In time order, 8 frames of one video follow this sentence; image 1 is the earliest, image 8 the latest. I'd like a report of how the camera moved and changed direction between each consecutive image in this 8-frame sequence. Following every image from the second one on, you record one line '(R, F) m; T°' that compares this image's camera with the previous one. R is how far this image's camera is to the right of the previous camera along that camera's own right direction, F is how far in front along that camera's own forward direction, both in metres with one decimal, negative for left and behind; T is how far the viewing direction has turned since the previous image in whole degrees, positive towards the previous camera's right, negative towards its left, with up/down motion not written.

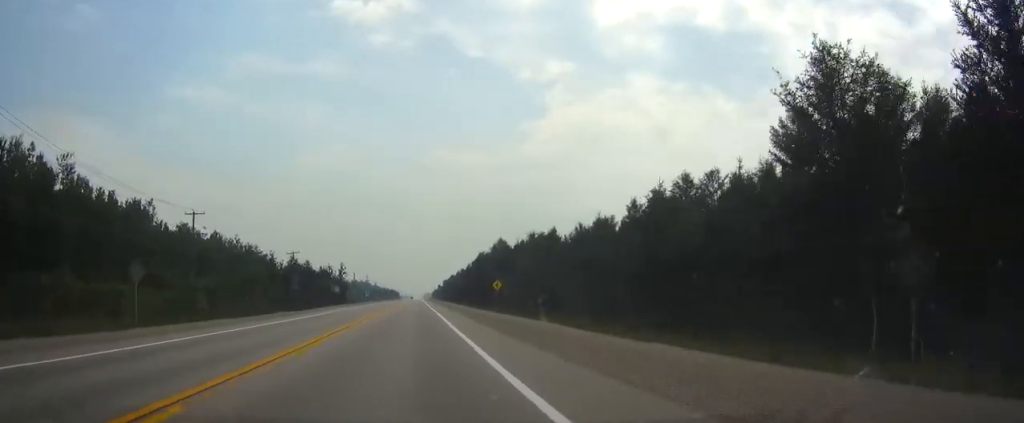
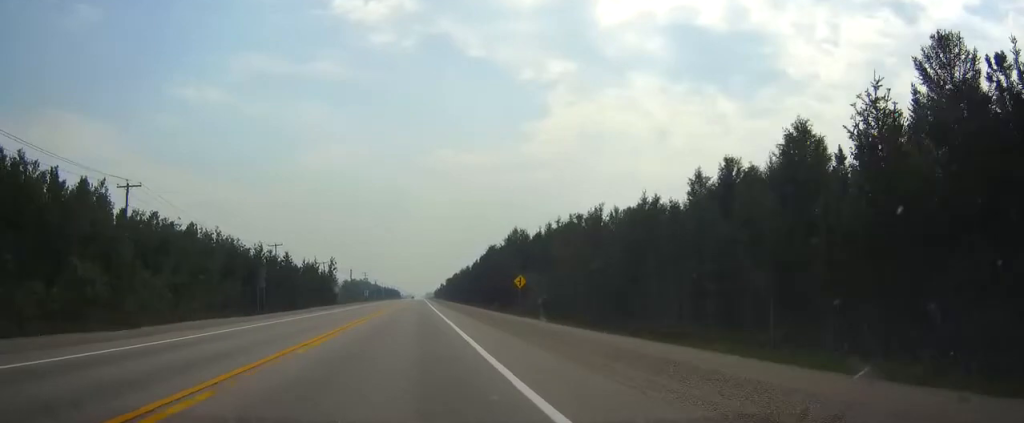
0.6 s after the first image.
(0.0, +16.8) m; 0°
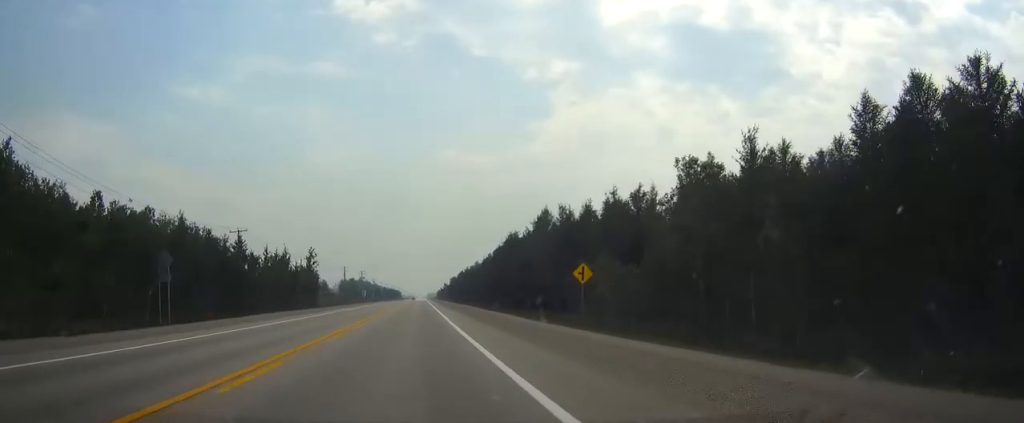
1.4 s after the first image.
(+0.1, +23.2) m; 0°
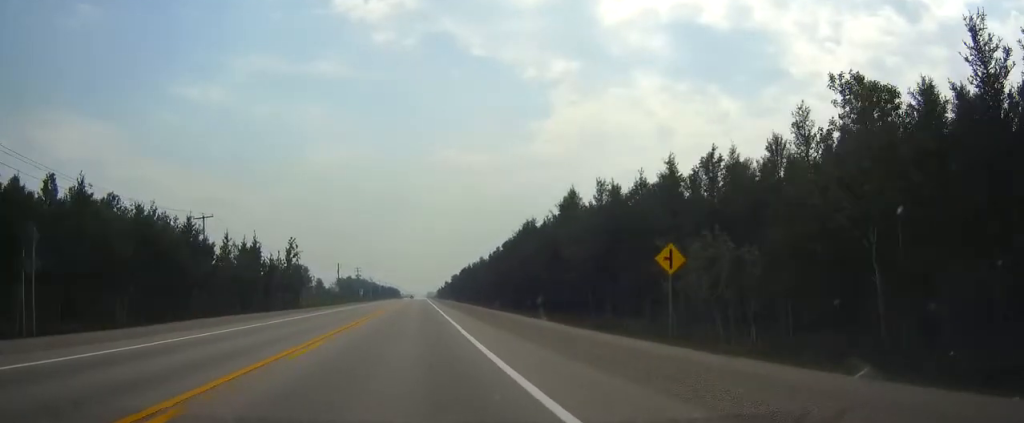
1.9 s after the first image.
(0.0, +13.9) m; 0°
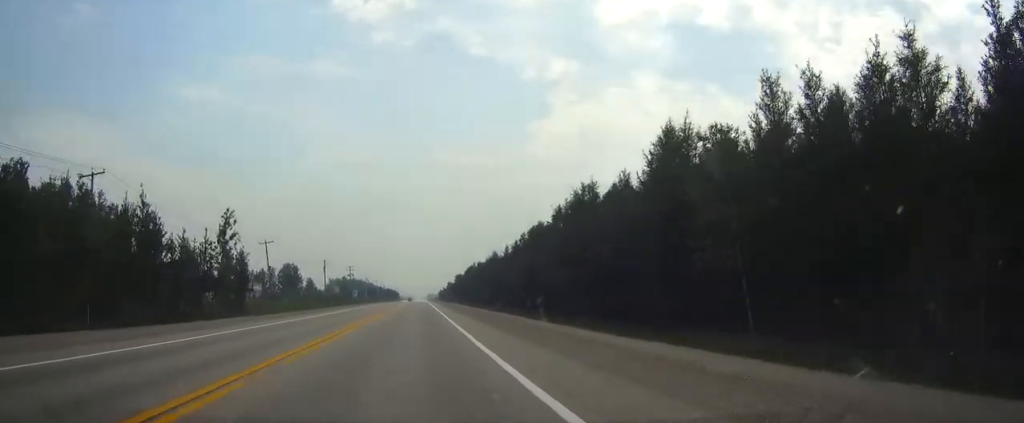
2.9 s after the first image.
(0.0, +26.0) m; 0°
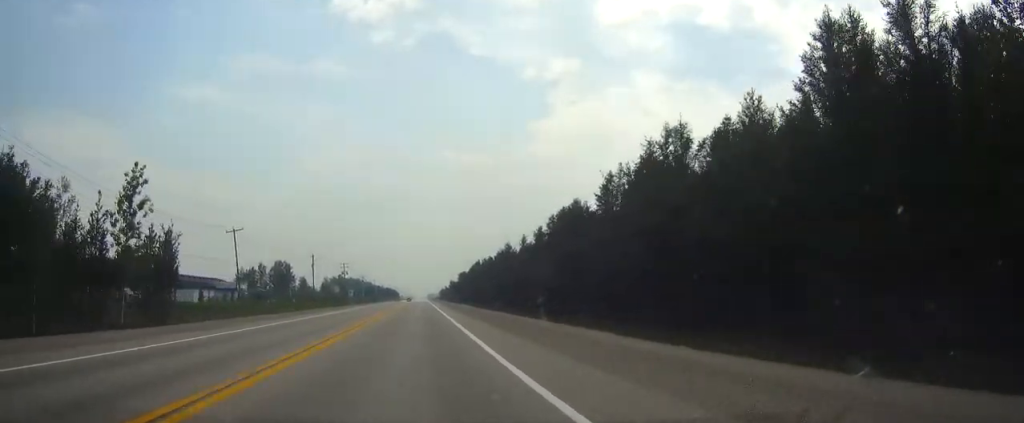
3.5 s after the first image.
(0.0, +17.7) m; 0°
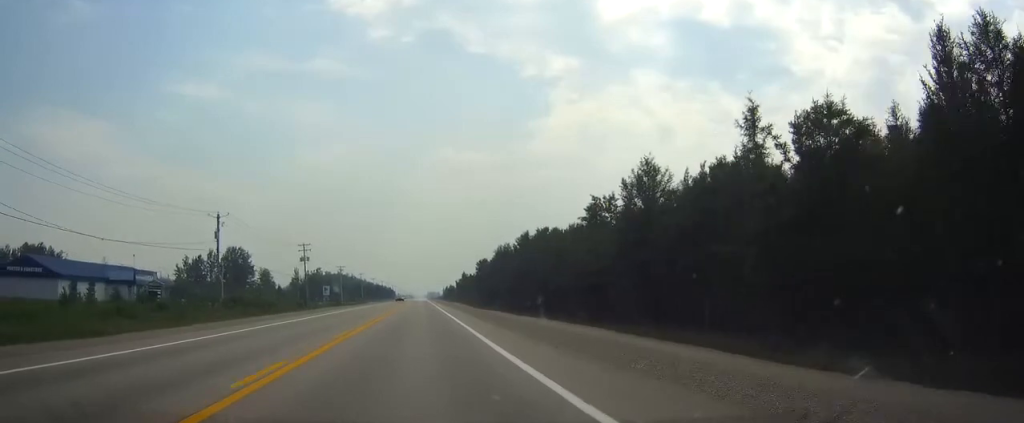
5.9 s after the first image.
(-0.1, +66.7) m; 0°
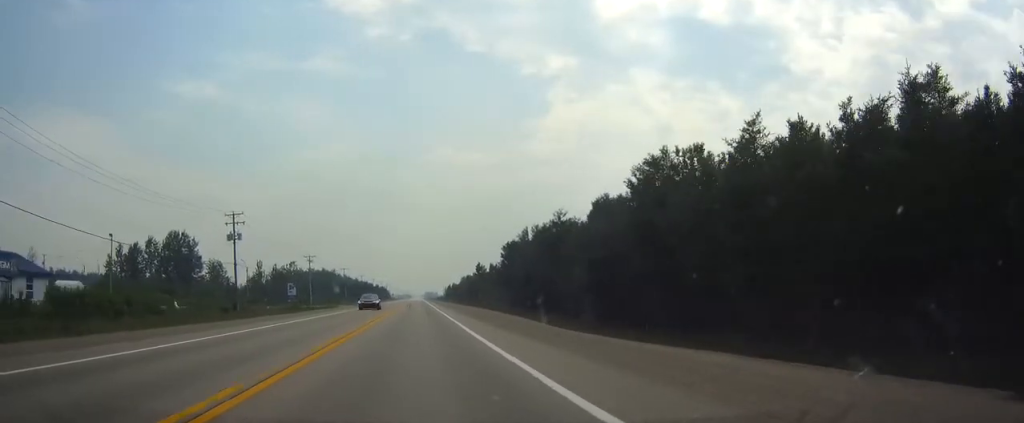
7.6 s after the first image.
(-0.1, +48.2) m; 0°
